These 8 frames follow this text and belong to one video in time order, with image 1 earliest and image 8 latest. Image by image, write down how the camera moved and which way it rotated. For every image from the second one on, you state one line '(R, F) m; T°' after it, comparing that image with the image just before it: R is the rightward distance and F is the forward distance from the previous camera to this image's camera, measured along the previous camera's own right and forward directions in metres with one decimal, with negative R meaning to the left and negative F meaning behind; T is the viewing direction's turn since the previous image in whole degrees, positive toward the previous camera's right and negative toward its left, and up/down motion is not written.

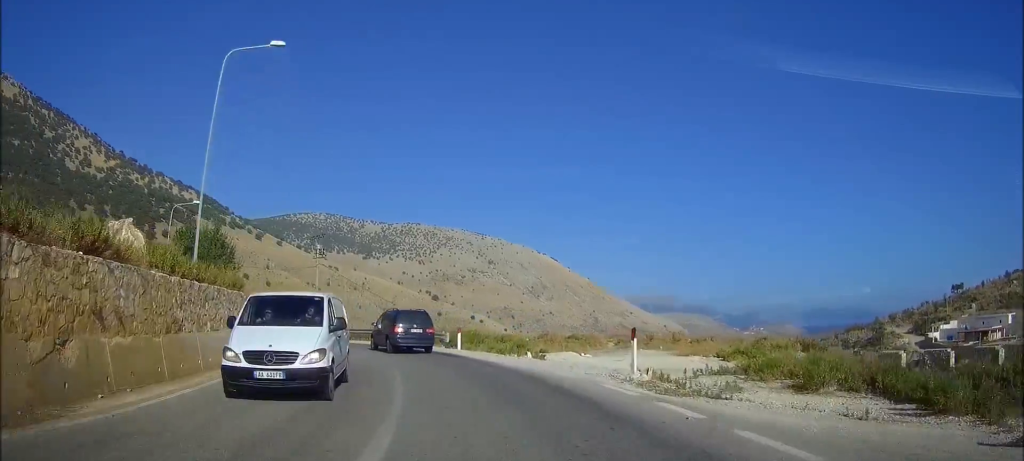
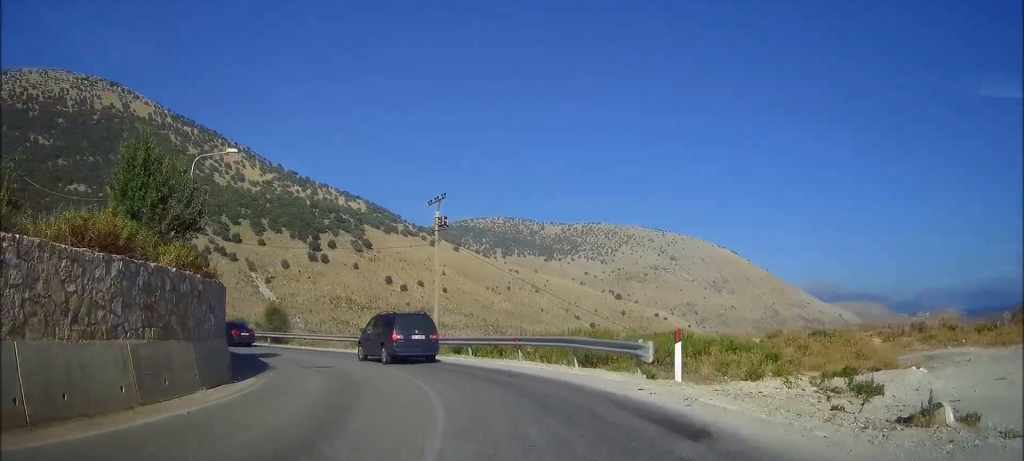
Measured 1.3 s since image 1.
(0.0, +16.2) m; 0°
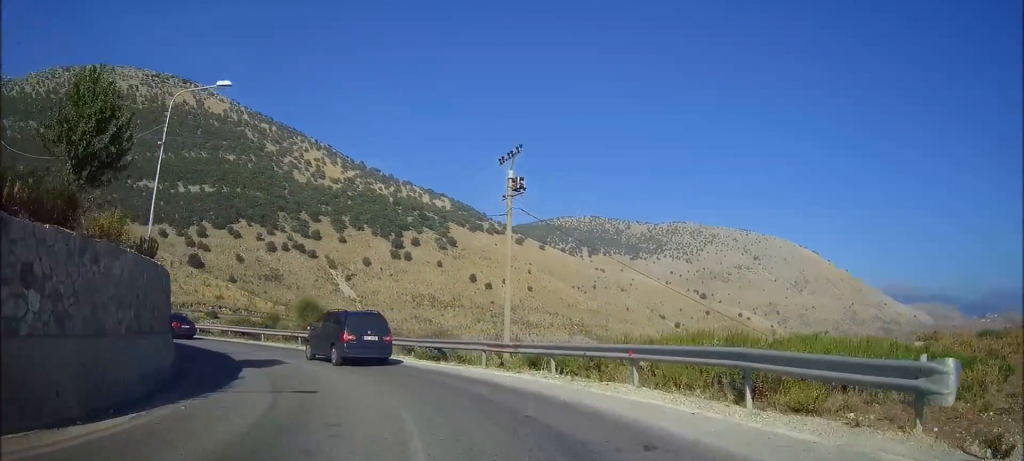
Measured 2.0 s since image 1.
(0.0, +8.8) m; 0°
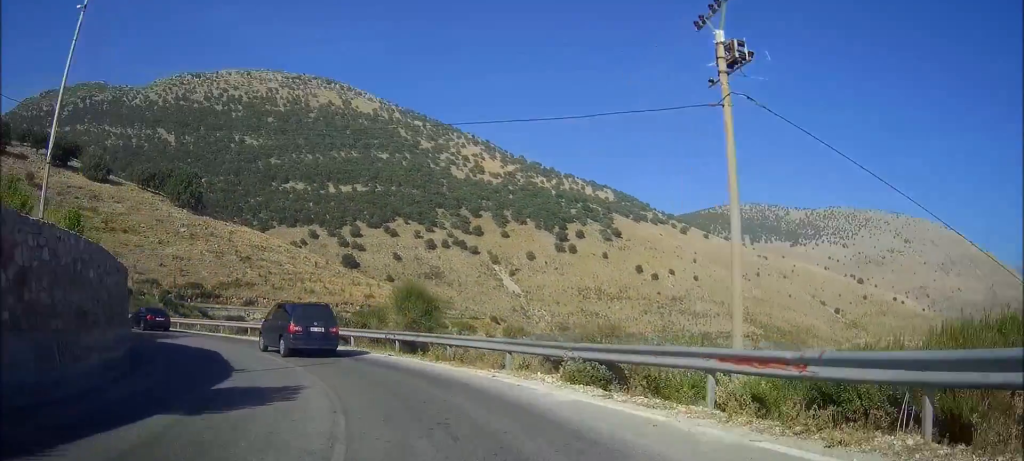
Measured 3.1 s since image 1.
(0.0, +11.2) m; -2°
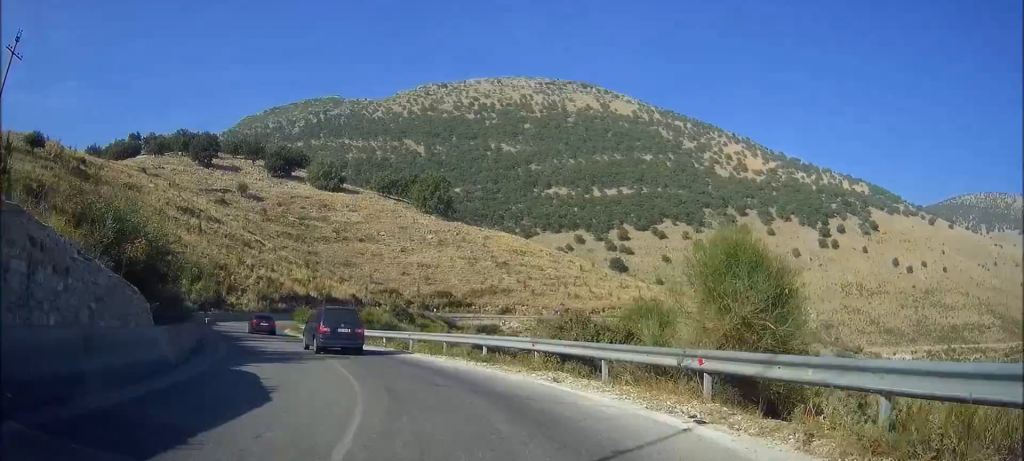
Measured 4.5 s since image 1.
(-3.1, +11.9) m; -38°
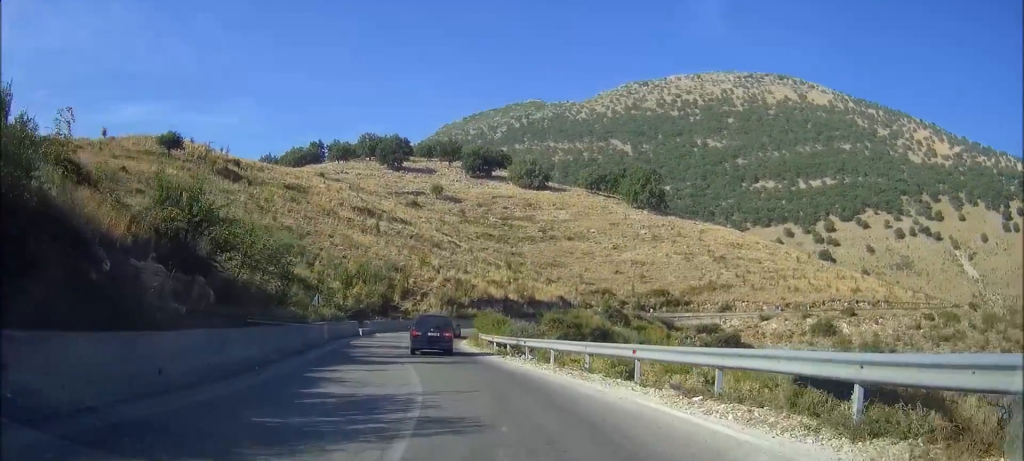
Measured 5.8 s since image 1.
(-4.1, +12.6) m; -27°
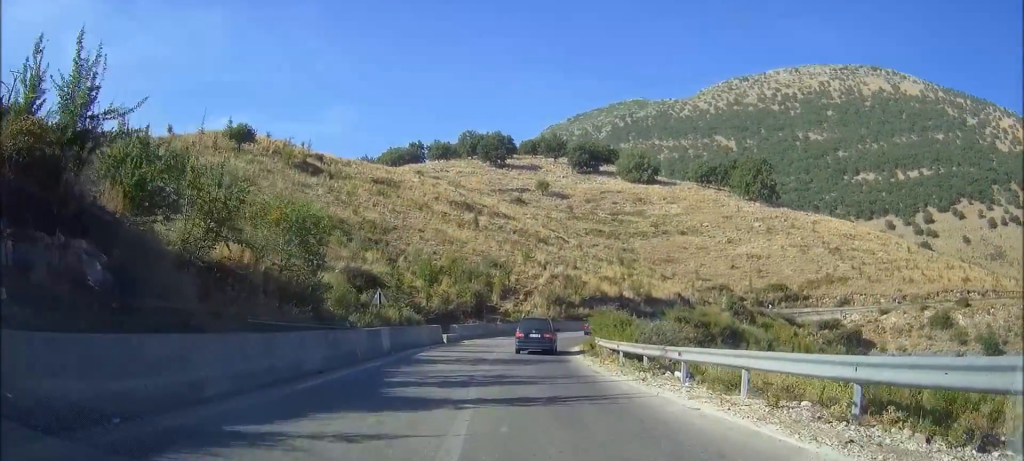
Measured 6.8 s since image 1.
(-1.1, +10.7) m; -7°
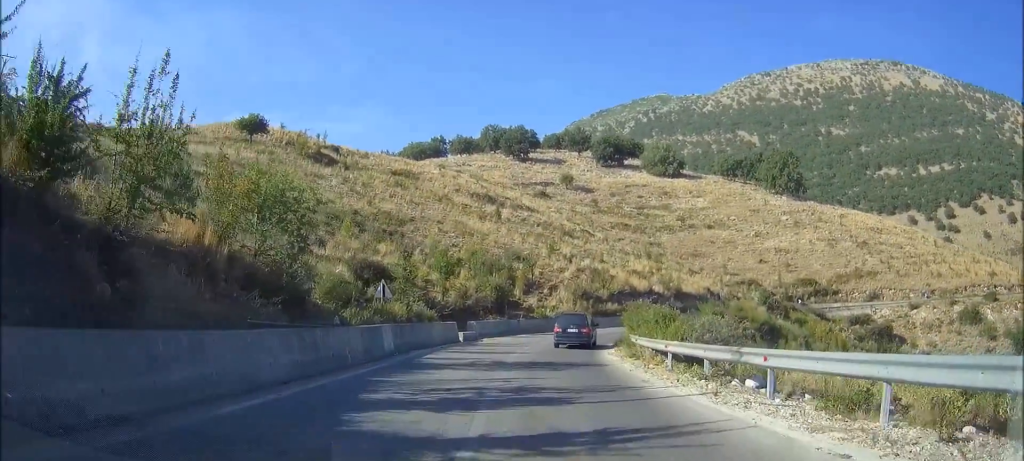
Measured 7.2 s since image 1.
(-0.1, +4.4) m; -1°
